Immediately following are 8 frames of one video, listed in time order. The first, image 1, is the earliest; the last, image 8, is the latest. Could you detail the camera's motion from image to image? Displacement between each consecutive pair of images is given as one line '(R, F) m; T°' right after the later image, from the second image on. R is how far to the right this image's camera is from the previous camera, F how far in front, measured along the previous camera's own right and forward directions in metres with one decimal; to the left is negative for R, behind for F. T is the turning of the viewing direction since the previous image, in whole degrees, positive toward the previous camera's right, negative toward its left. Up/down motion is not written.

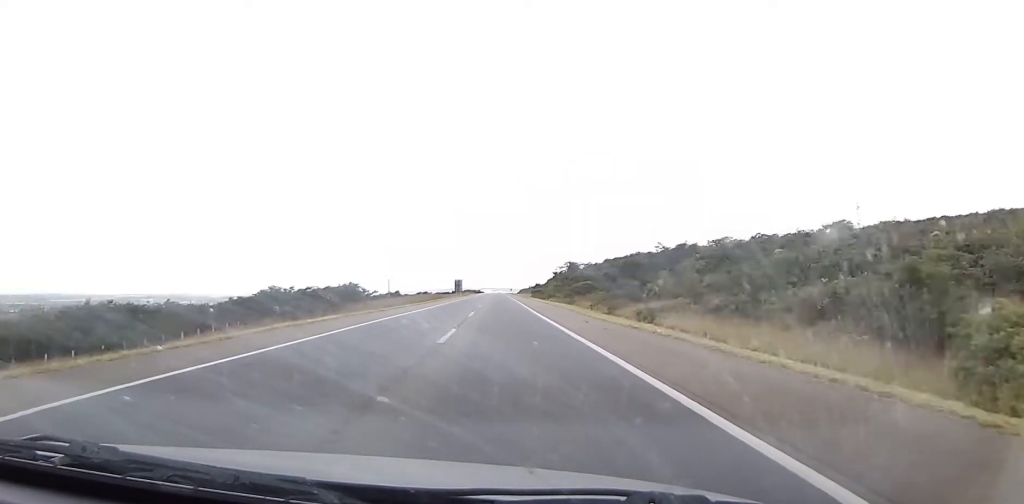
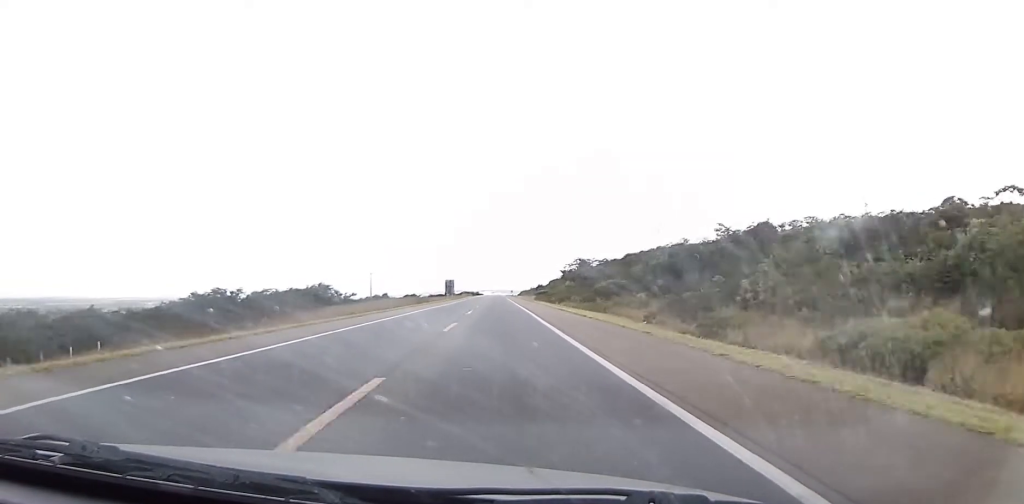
(+0.4, +27.0) m; 0°
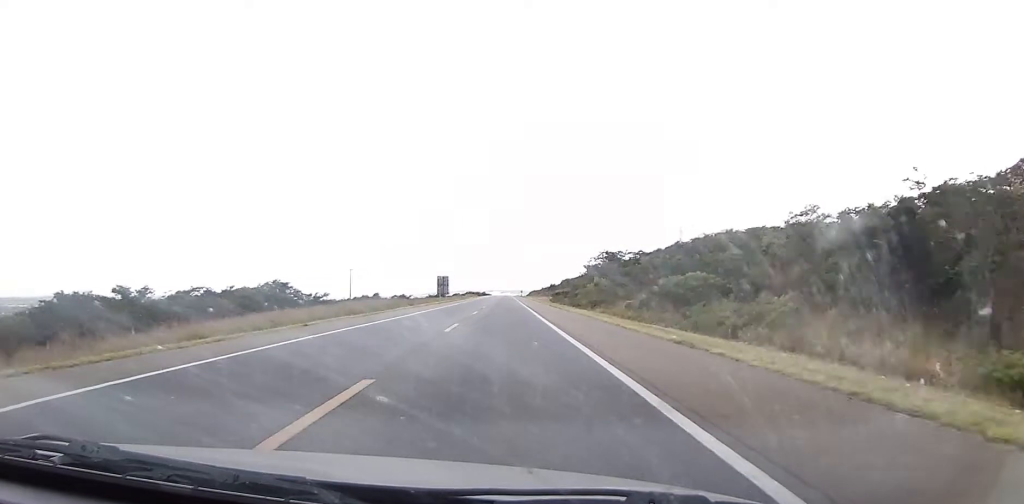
(-0.3, +31.8) m; -1°
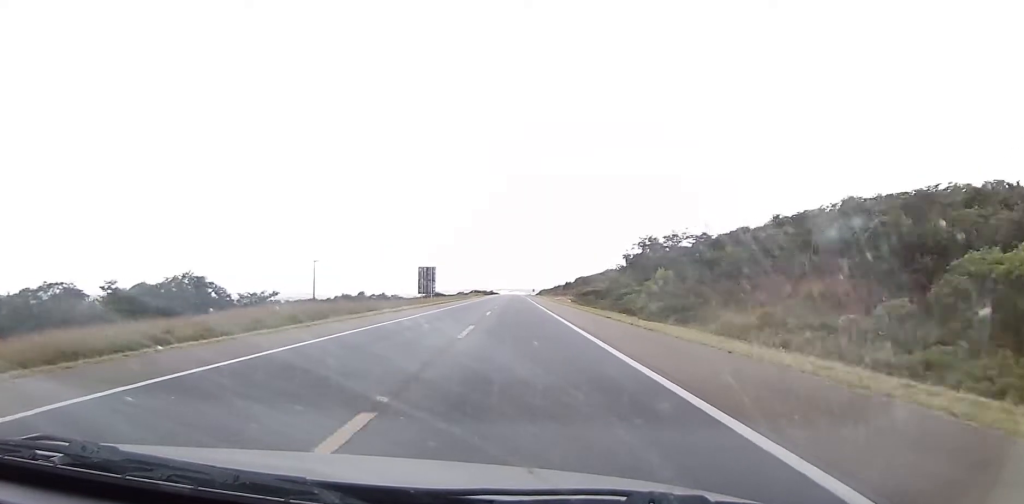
(-0.1, +33.7) m; -1°
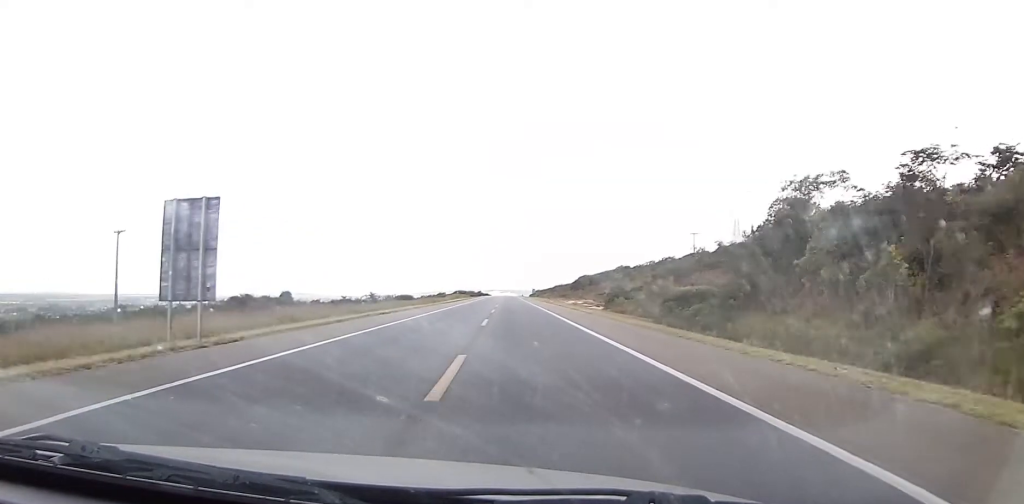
(-0.1, +57.2) m; +1°
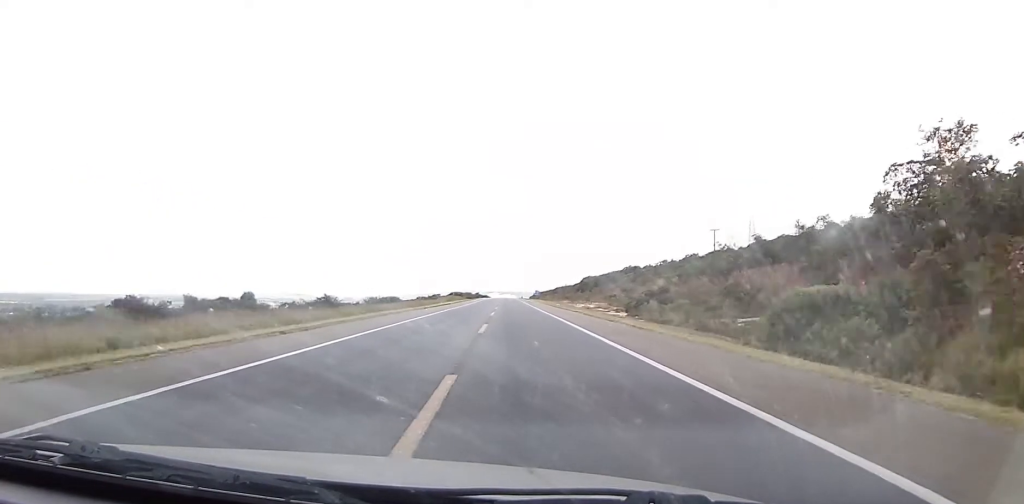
(0.0, +18.5) m; 0°
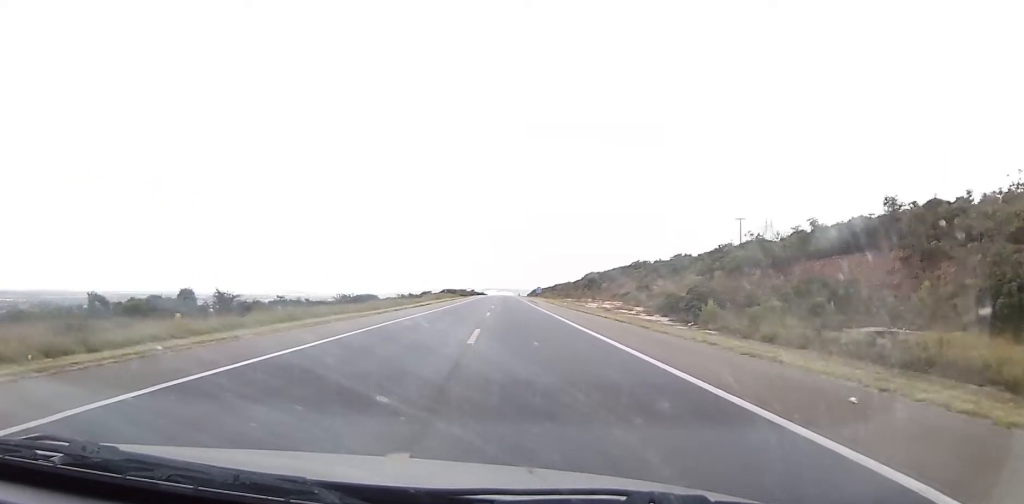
(0.0, +20.5) m; 0°
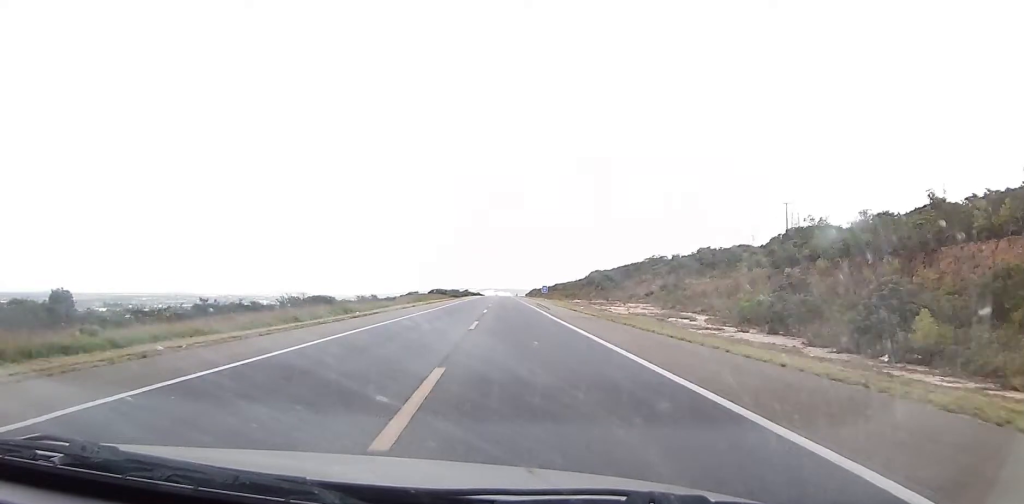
(0.0, +26.2) m; 0°
